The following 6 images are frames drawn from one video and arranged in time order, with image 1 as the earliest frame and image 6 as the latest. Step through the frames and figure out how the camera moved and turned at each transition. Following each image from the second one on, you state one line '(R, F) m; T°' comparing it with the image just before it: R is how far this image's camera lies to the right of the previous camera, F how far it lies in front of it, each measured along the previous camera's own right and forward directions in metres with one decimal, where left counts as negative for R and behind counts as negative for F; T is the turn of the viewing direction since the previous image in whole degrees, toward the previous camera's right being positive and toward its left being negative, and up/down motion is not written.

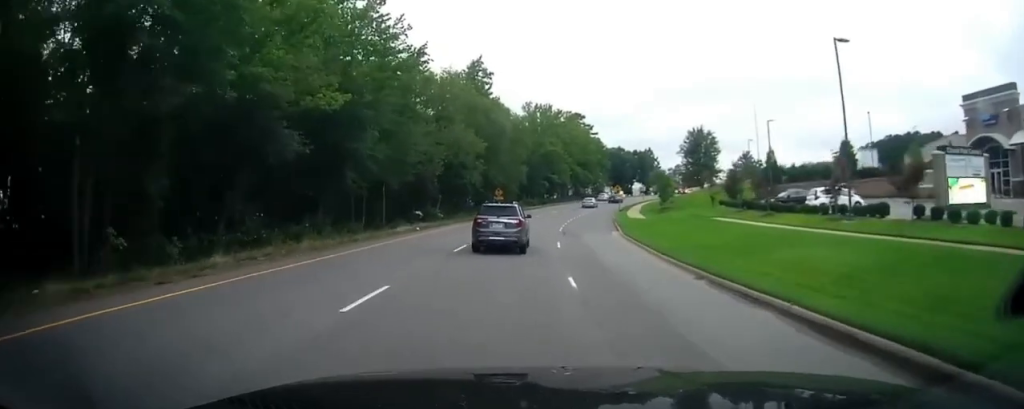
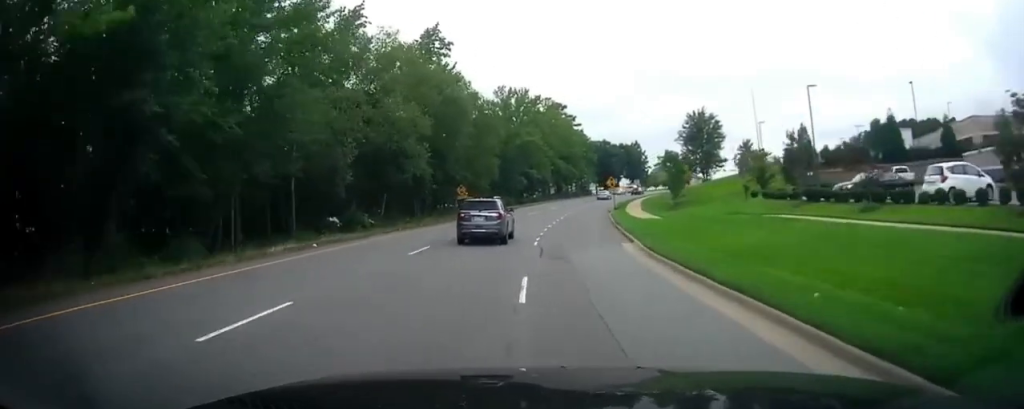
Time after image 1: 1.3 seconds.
(+0.2, +11.9) m; +1°
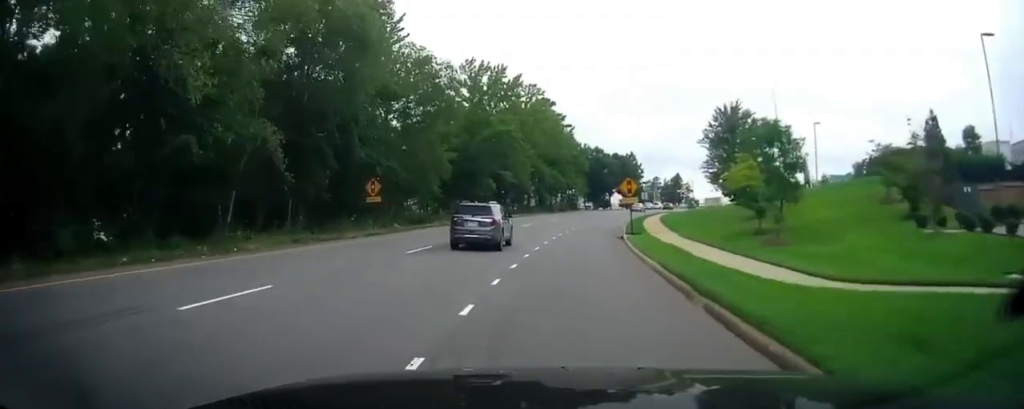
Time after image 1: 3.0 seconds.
(+0.2, +23.1) m; +2°
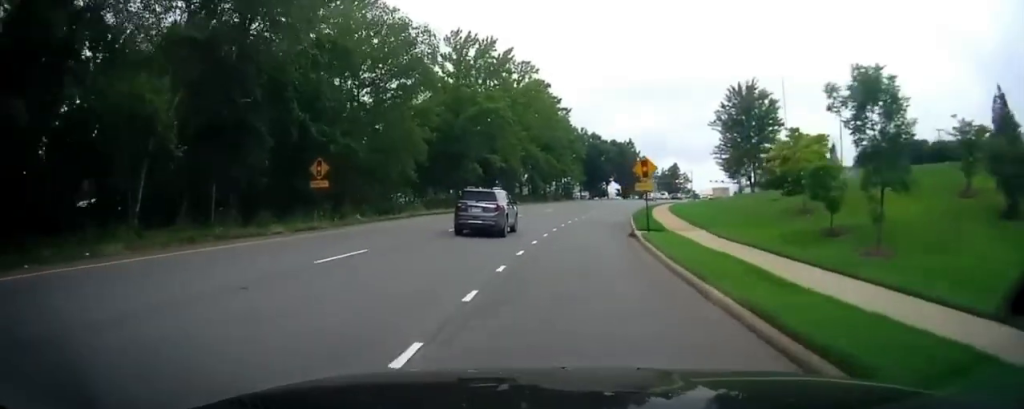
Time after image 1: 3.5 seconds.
(0.0, +7.5) m; +1°
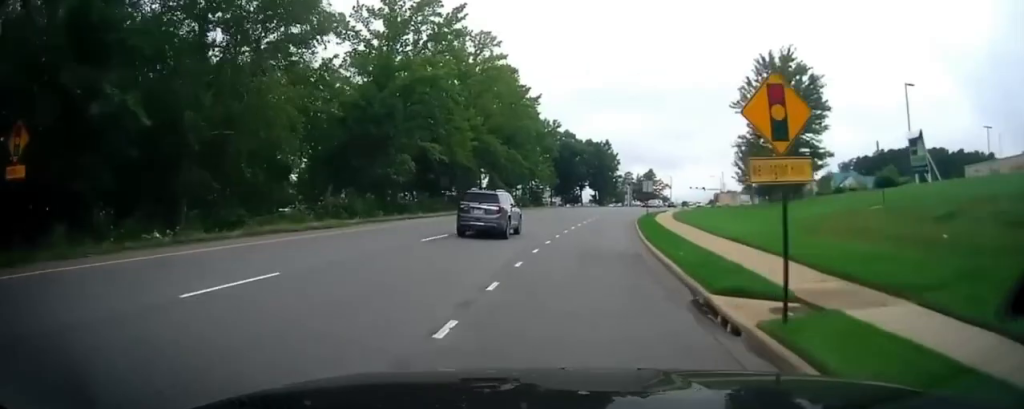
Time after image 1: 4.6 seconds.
(+0.3, +17.7) m; +3°
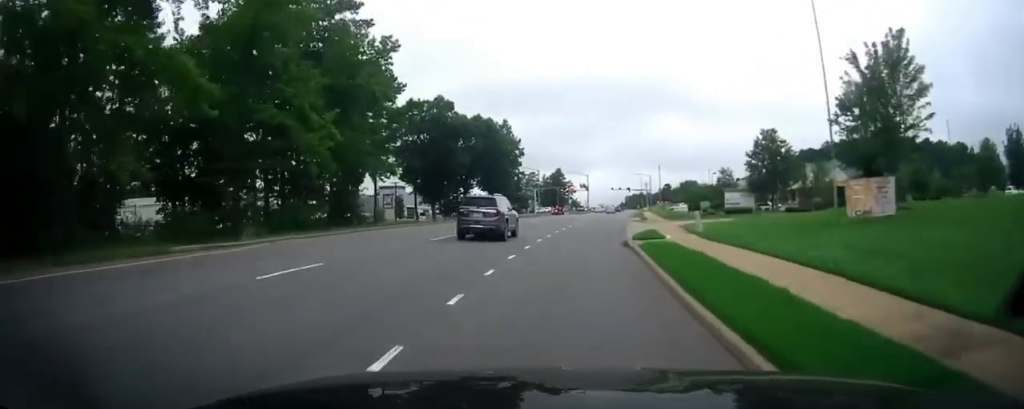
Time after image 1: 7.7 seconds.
(+4.0, +47.4) m; +10°
